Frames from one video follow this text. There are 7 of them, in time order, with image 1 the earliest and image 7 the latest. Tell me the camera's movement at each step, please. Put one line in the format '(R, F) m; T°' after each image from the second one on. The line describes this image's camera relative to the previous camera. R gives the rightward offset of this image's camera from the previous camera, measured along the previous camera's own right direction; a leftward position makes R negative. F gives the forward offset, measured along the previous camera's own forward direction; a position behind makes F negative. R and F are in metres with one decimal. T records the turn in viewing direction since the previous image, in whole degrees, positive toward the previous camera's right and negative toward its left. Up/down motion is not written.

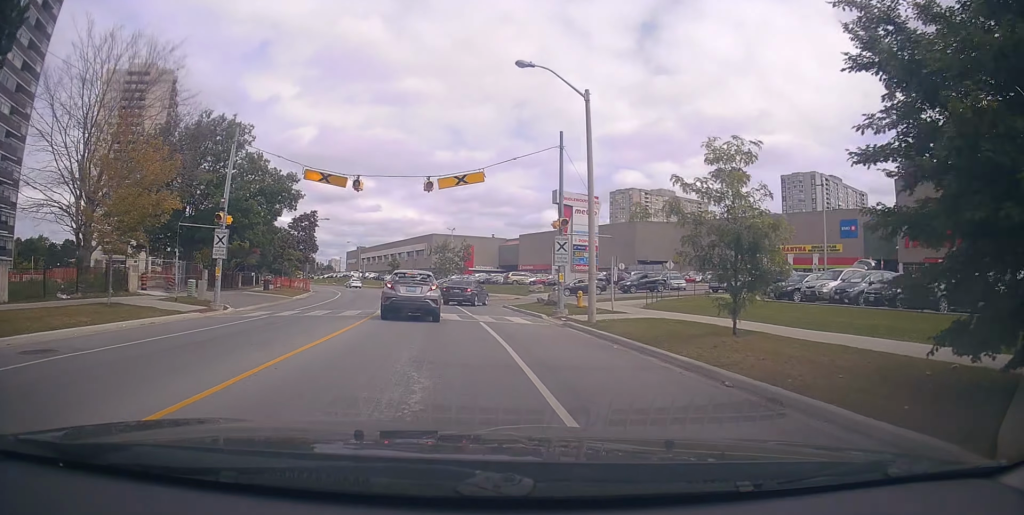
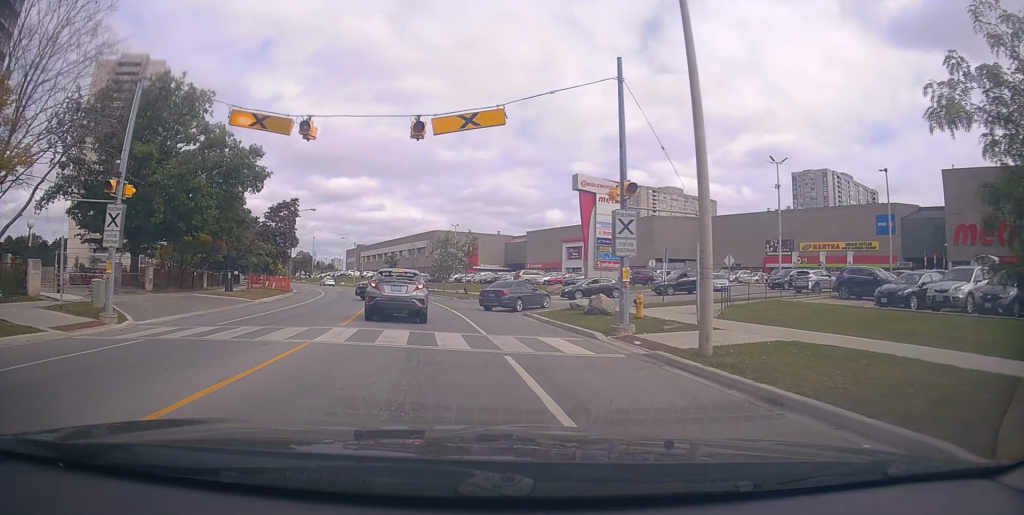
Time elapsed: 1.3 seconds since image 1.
(-0.2, +8.2) m; -3°
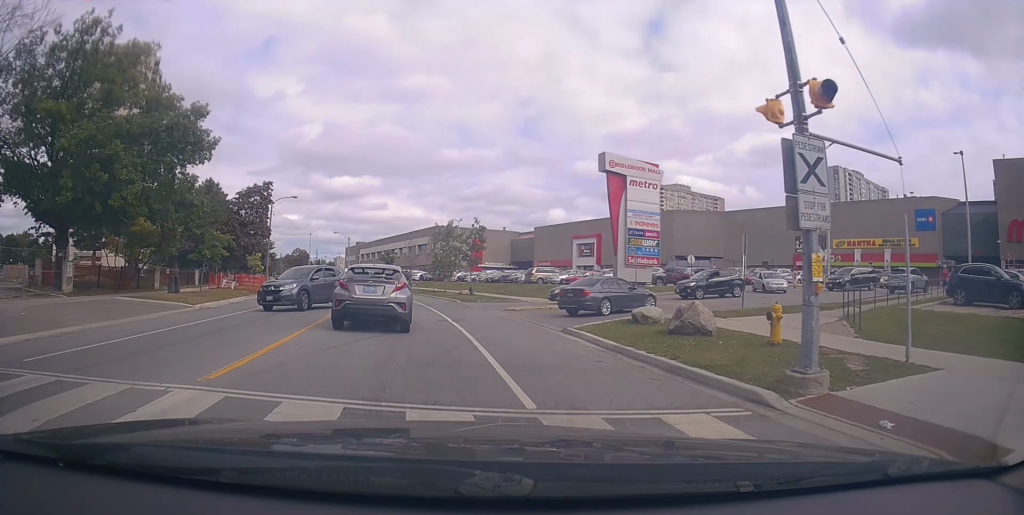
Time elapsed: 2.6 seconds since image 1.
(-0.1, +8.3) m; +1°
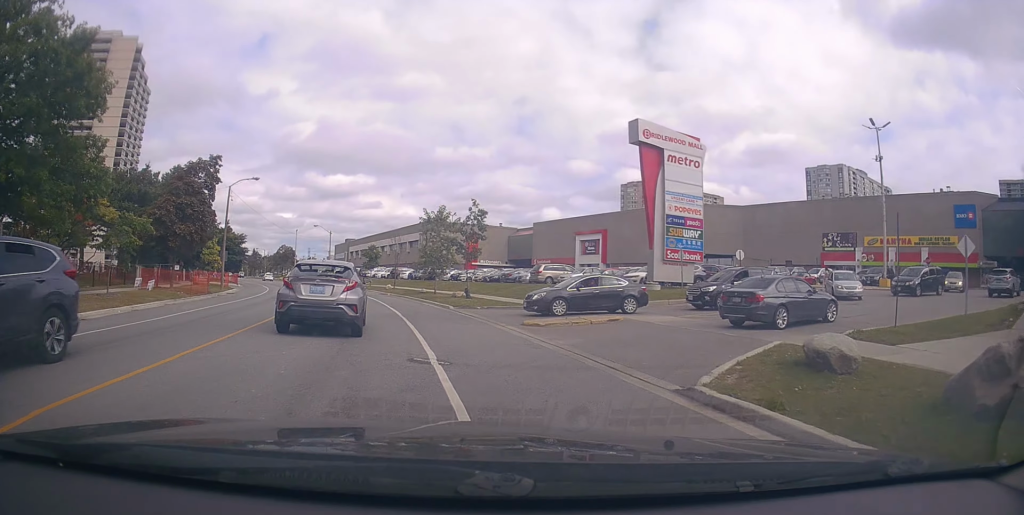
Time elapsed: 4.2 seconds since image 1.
(+0.2, +9.2) m; +4°
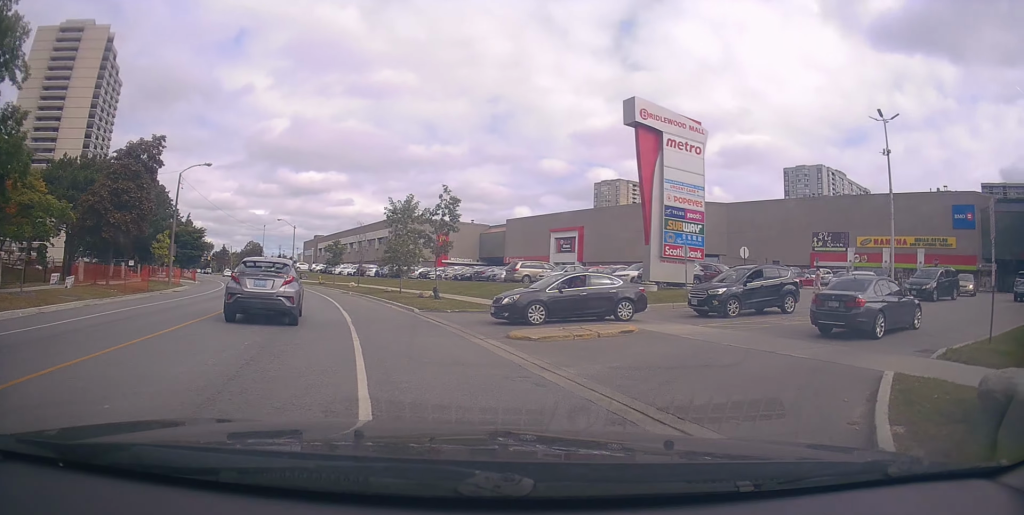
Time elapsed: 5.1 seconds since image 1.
(+0.1, +4.2) m; +5°
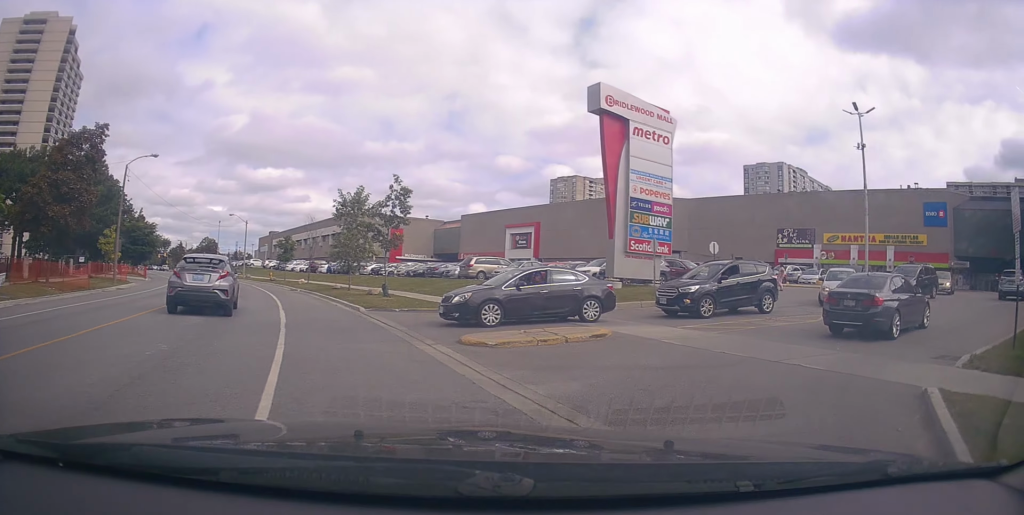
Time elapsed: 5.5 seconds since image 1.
(-0.1, +1.8) m; +5°
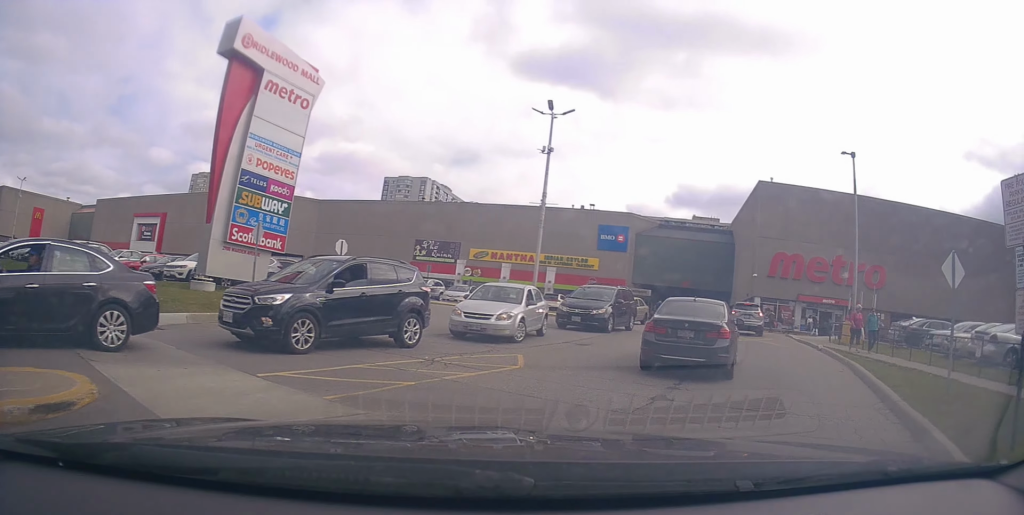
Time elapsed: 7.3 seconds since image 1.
(+2.0, +6.3) m; +36°
